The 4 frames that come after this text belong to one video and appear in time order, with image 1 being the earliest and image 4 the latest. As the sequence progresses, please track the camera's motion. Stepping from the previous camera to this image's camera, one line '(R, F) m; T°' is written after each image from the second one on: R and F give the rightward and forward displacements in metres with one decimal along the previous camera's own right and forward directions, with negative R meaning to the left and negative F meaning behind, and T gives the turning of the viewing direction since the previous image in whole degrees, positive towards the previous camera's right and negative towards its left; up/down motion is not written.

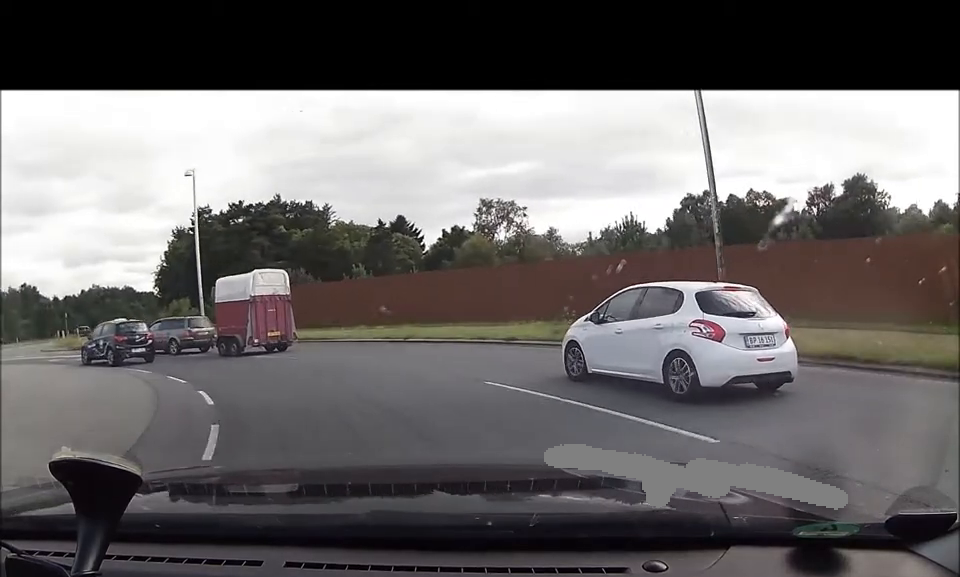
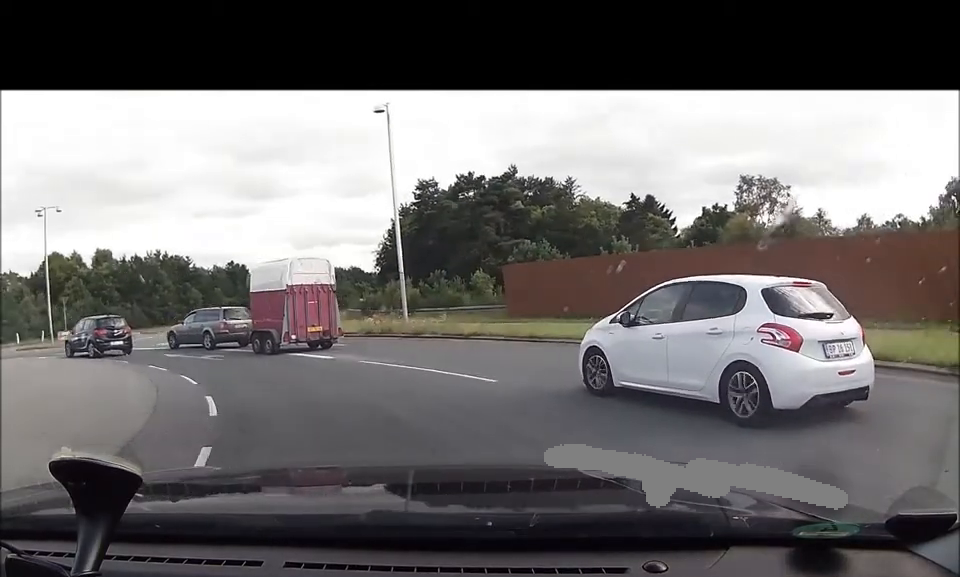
(-1.6, +8.1) m; -22°
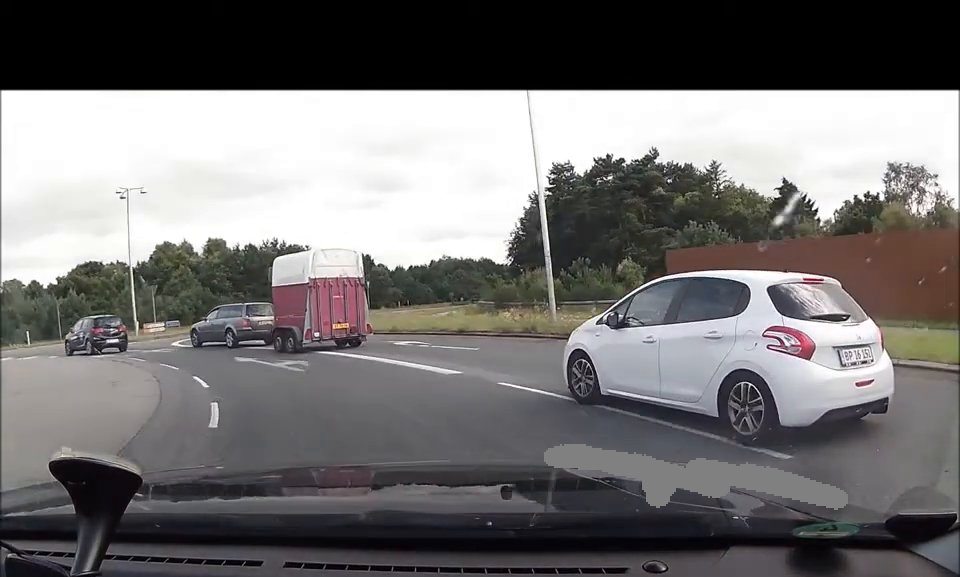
(-0.5, +5.0) m; -12°
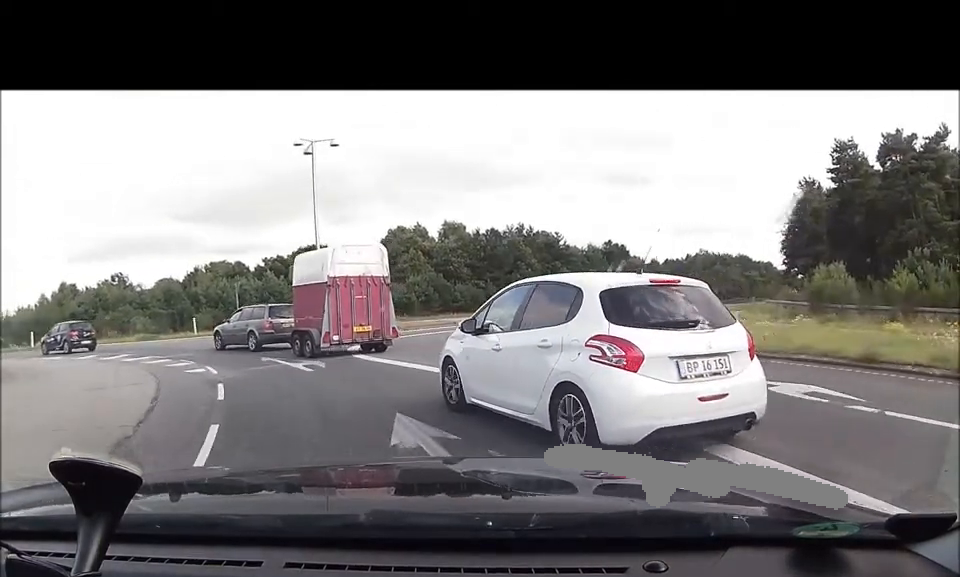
(-2.3, +9.9) m; -25°
